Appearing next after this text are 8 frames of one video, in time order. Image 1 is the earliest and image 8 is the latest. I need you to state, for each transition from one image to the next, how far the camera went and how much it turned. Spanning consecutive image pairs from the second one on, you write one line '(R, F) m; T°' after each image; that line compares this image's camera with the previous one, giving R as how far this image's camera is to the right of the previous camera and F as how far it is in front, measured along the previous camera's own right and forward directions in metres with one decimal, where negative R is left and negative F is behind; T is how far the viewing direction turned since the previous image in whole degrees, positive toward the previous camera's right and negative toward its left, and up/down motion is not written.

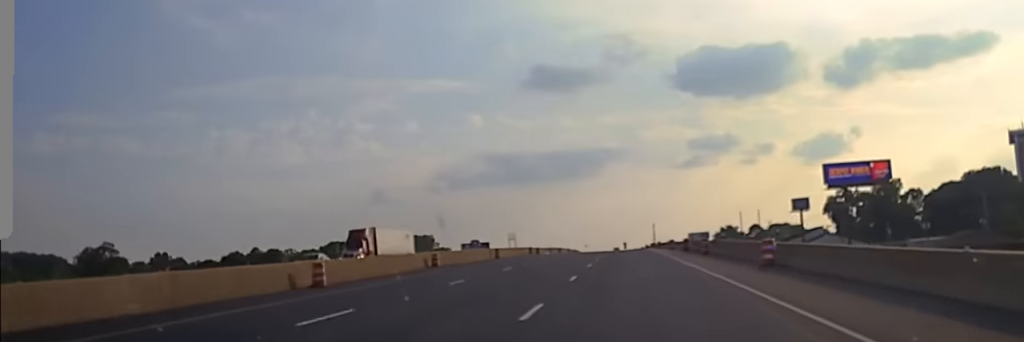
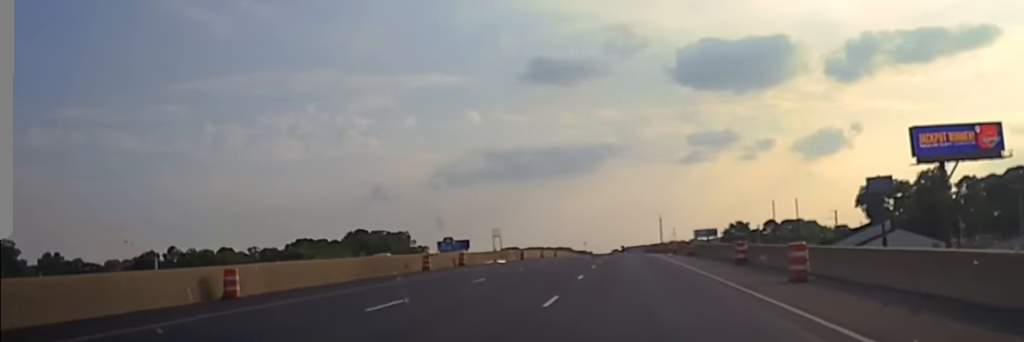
(-0.1, +57.1) m; 0°
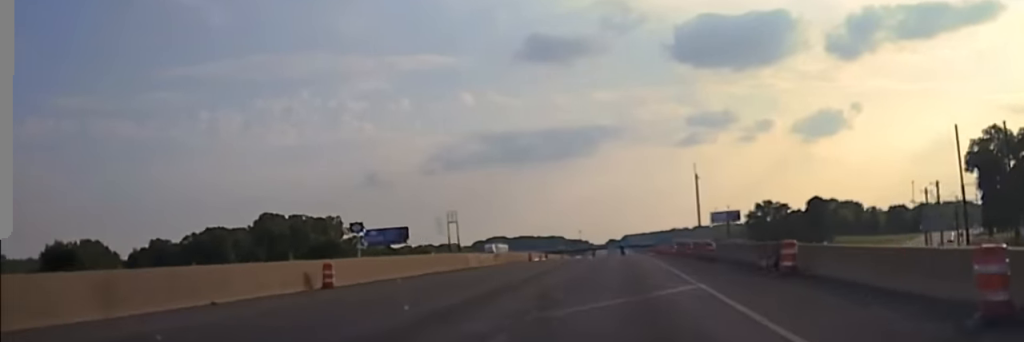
(0.0, +110.8) m; 0°
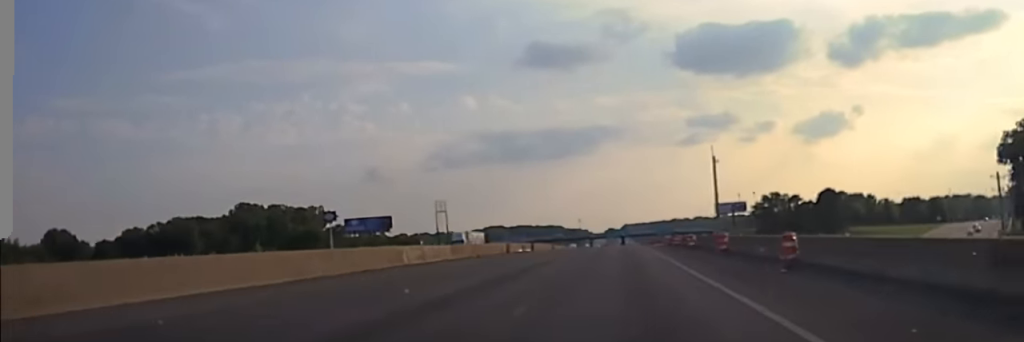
(0.0, +20.2) m; 0°
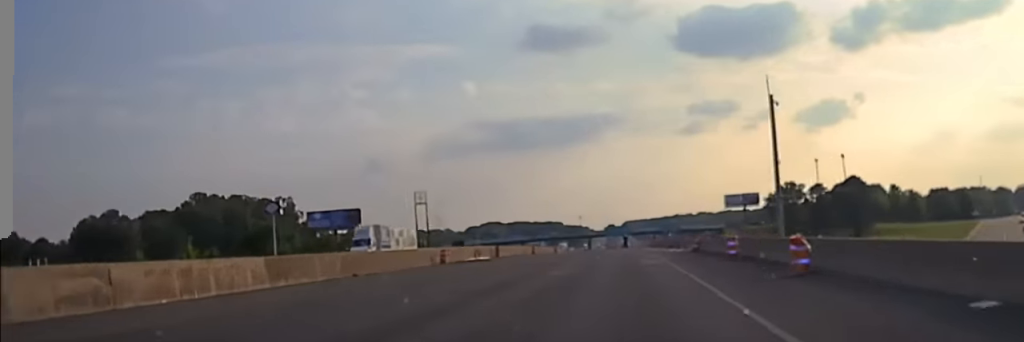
(0.0, +31.4) m; 0°
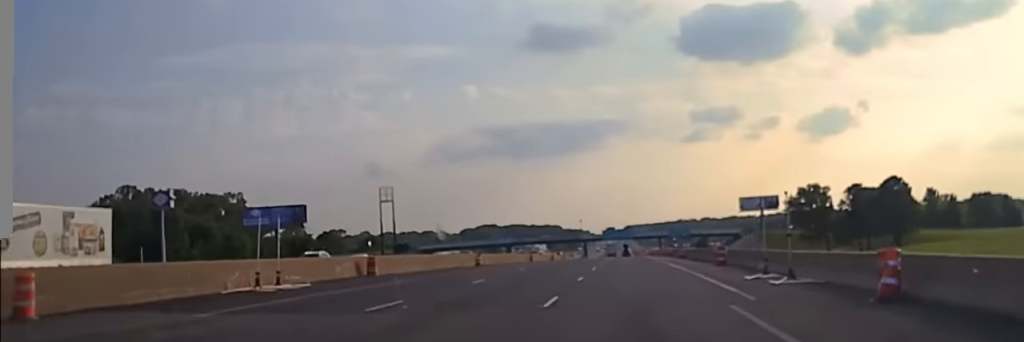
(0.0, +42.5) m; 0°
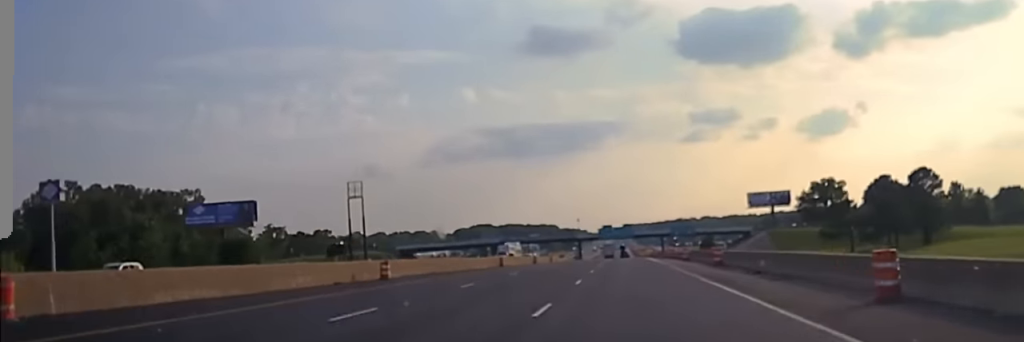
(0.0, +25.2) m; 0°
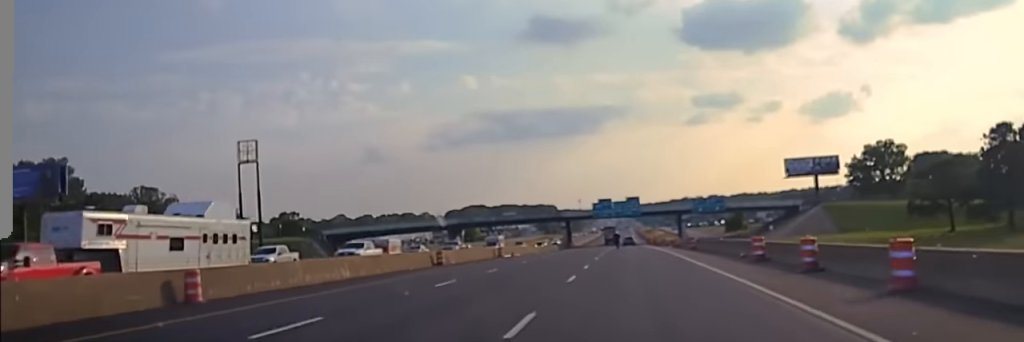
(-0.3, +61.9) m; 0°
